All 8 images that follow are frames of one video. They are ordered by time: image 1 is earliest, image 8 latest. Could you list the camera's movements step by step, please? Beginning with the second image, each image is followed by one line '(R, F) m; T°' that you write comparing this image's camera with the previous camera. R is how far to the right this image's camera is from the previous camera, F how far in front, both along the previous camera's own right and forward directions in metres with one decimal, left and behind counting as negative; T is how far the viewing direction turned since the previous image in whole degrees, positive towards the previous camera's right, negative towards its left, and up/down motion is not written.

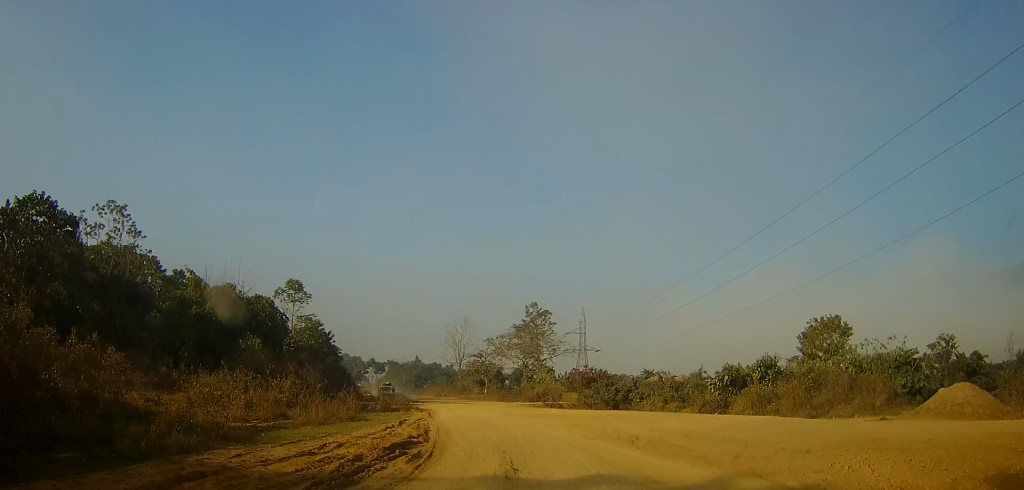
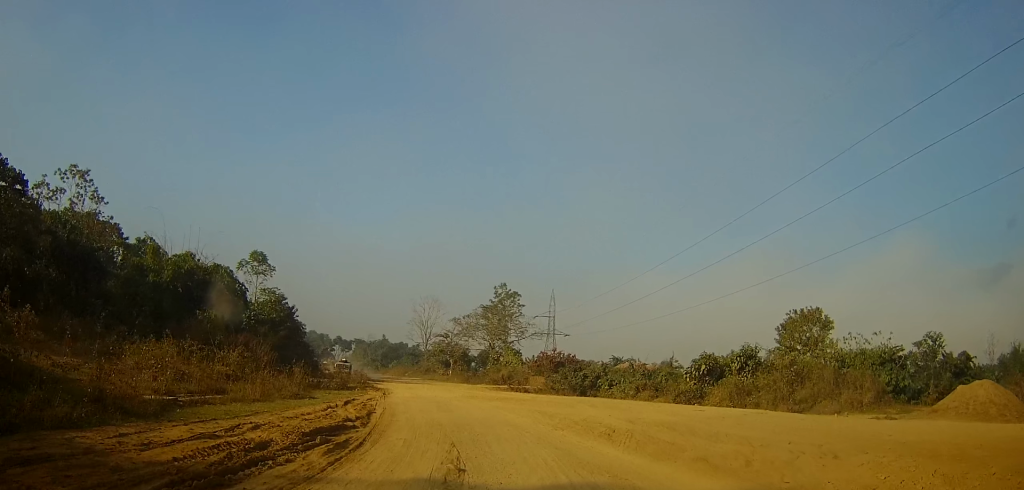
(+0.1, +2.9) m; +1°
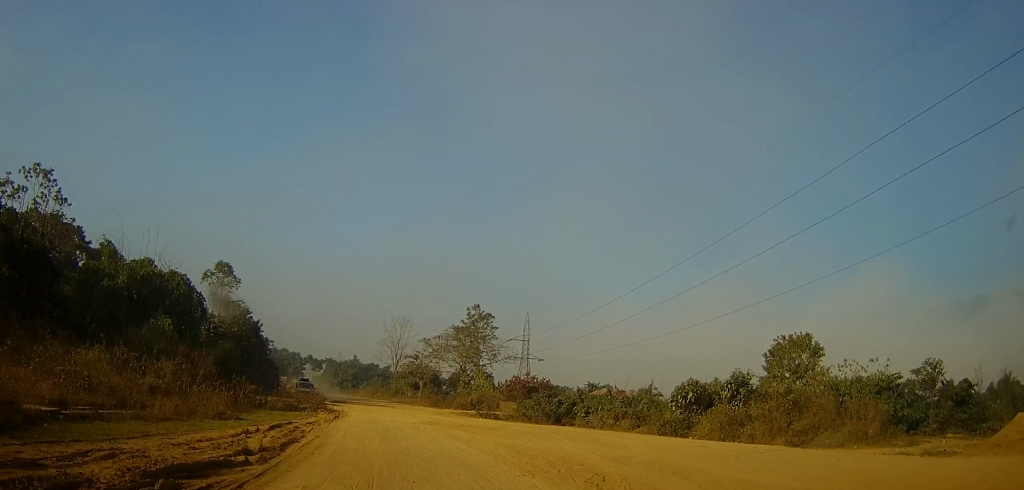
(0.0, +4.2) m; +1°
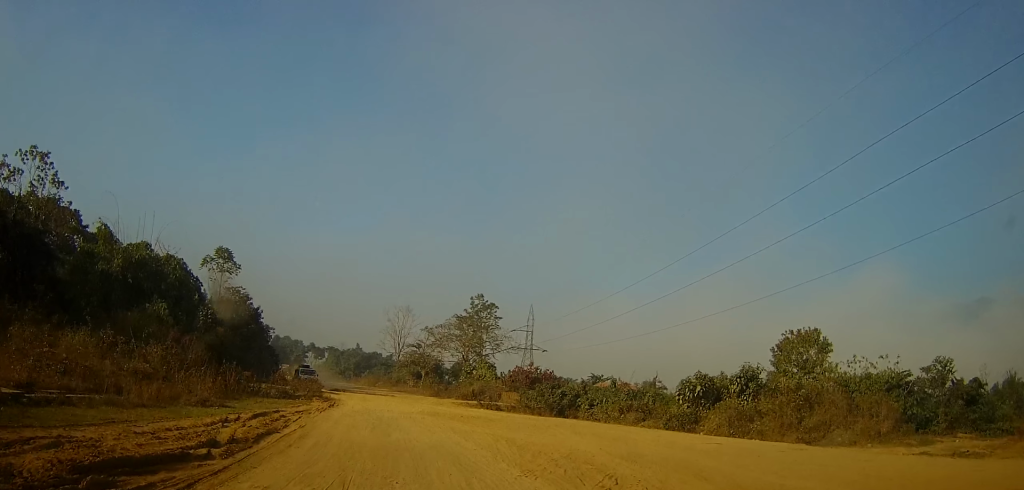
(0.0, +1.4) m; 0°
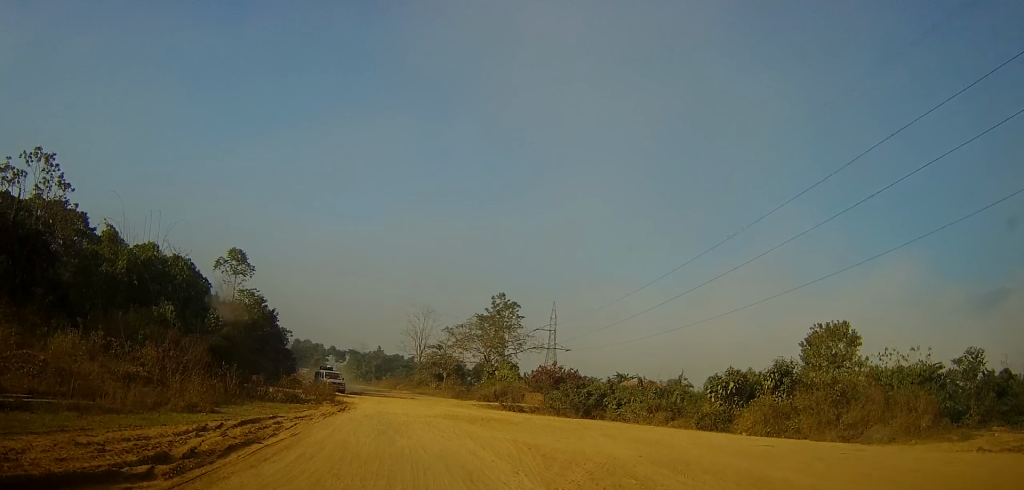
(0.0, +1.9) m; -1°
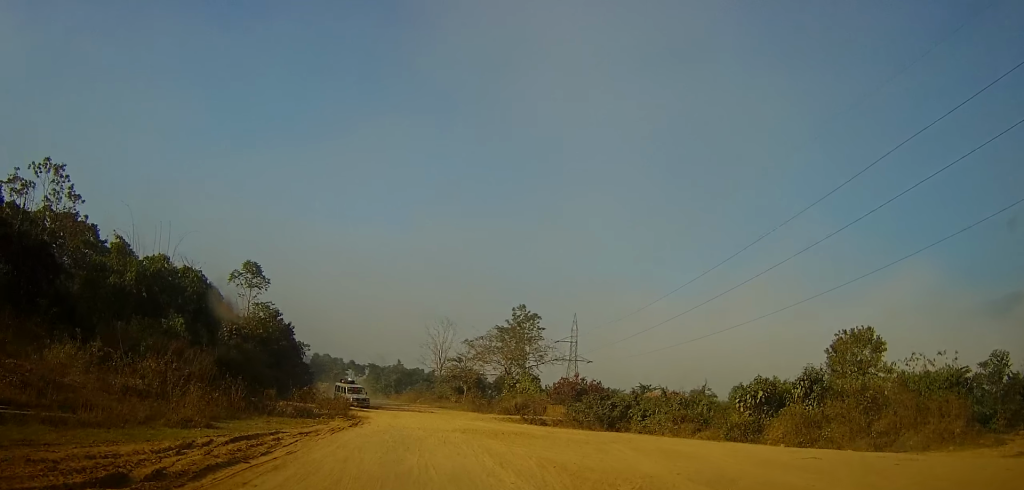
(0.0, +1.1) m; -1°
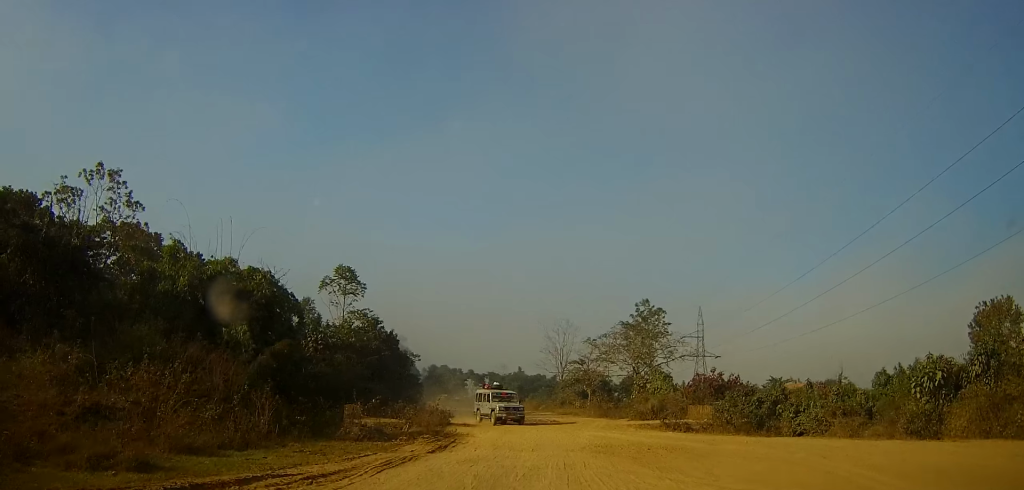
(-0.3, +6.5) m; -8°
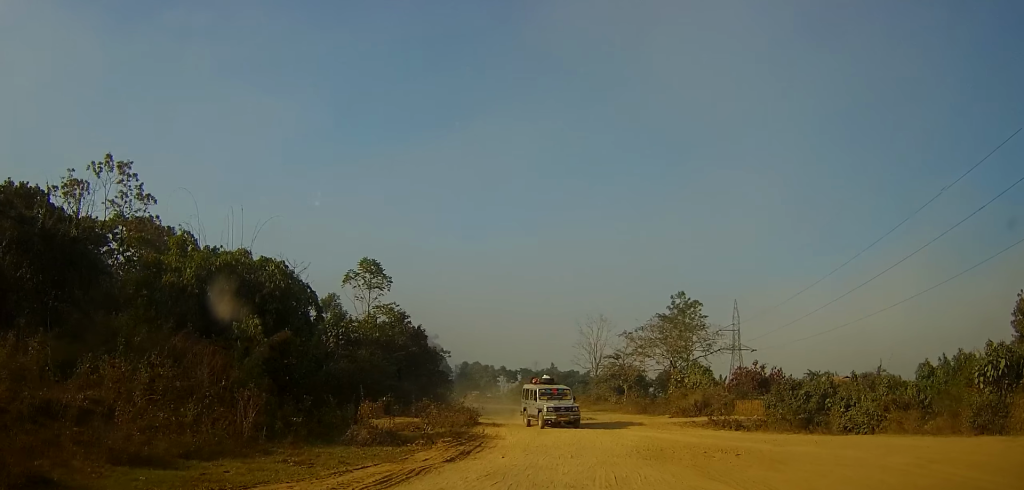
(-0.2, +3.8) m; -4°
